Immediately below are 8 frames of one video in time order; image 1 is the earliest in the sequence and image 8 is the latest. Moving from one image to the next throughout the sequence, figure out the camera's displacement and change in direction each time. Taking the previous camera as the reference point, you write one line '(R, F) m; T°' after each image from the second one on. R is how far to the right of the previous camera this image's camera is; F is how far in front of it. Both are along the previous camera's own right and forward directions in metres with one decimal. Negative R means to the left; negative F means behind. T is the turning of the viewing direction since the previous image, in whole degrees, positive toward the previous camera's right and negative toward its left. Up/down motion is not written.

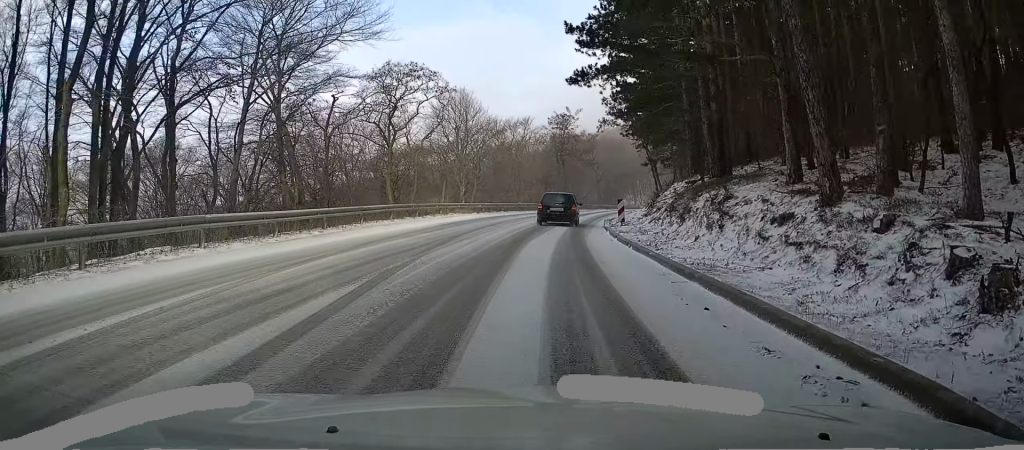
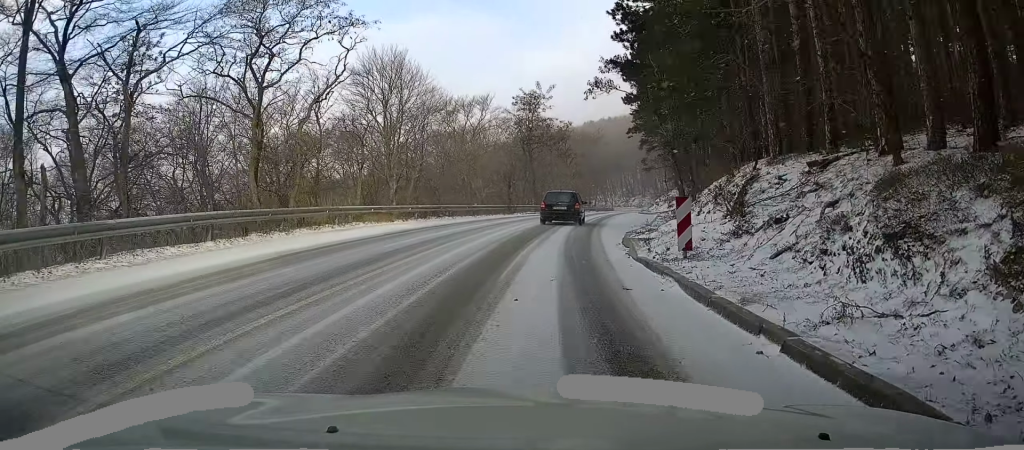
(+0.4, +12.7) m; +3°
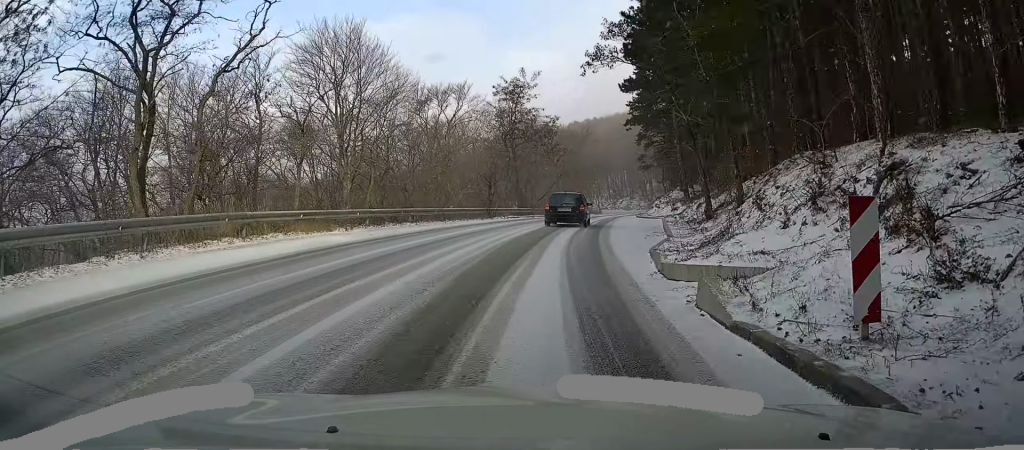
(-0.1, +5.7) m; +2°
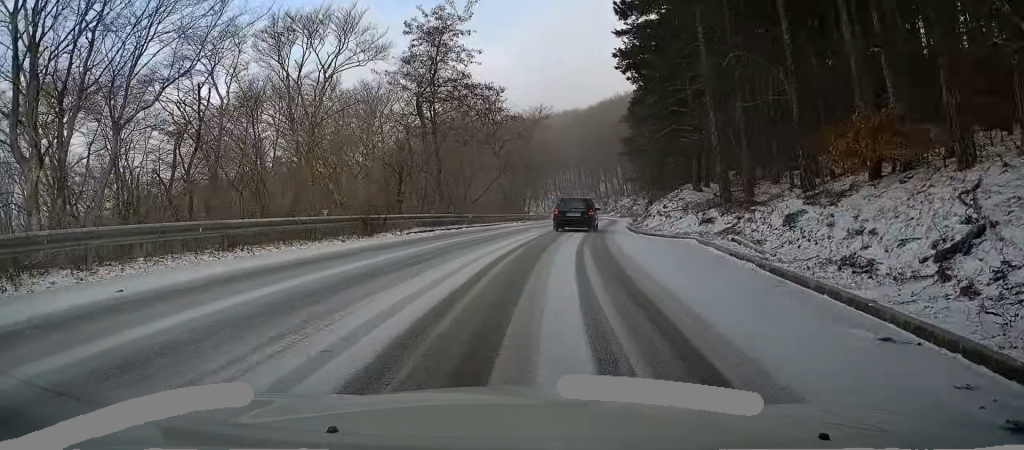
(+1.1, +16.4) m; +6°
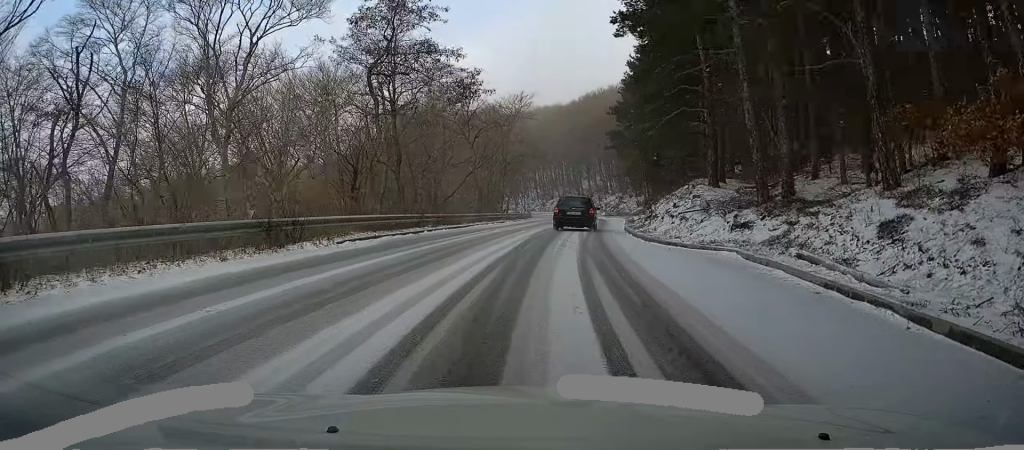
(+0.1, +5.4) m; +2°
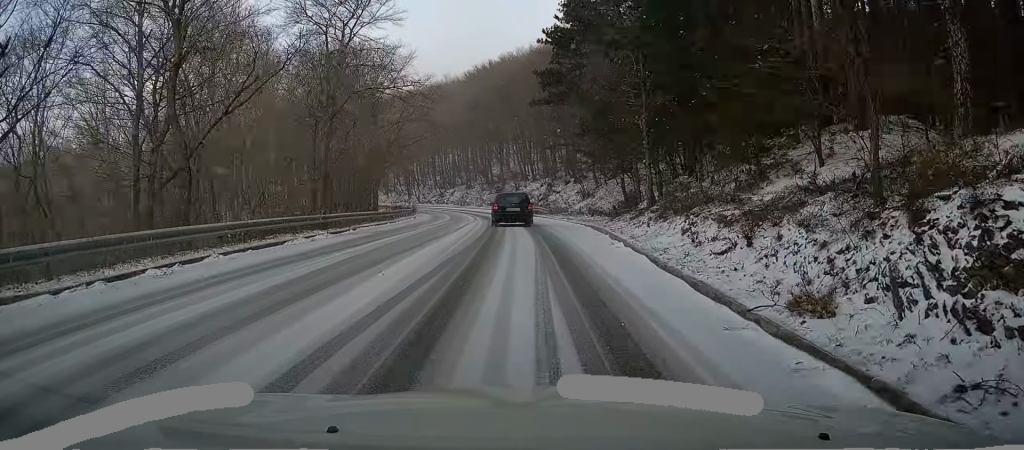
(+1.9, +26.7) m; +8°
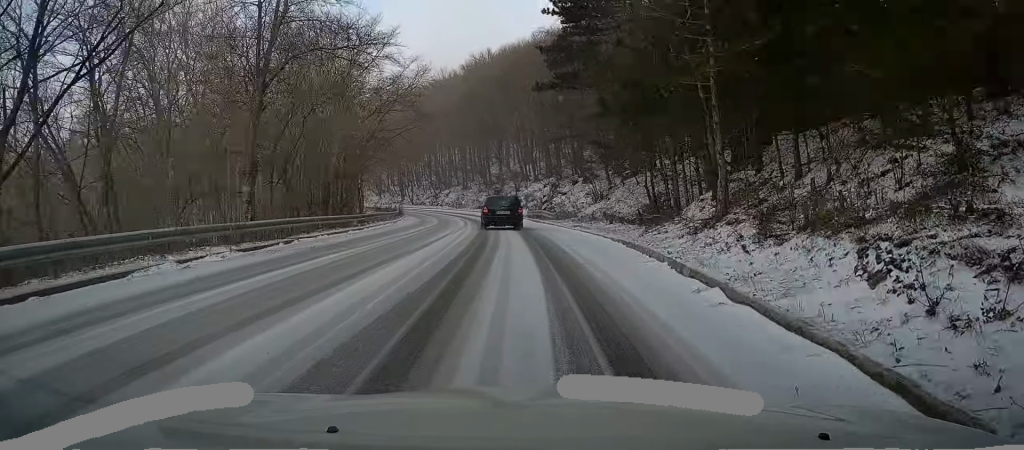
(+0.2, +6.9) m; +1°
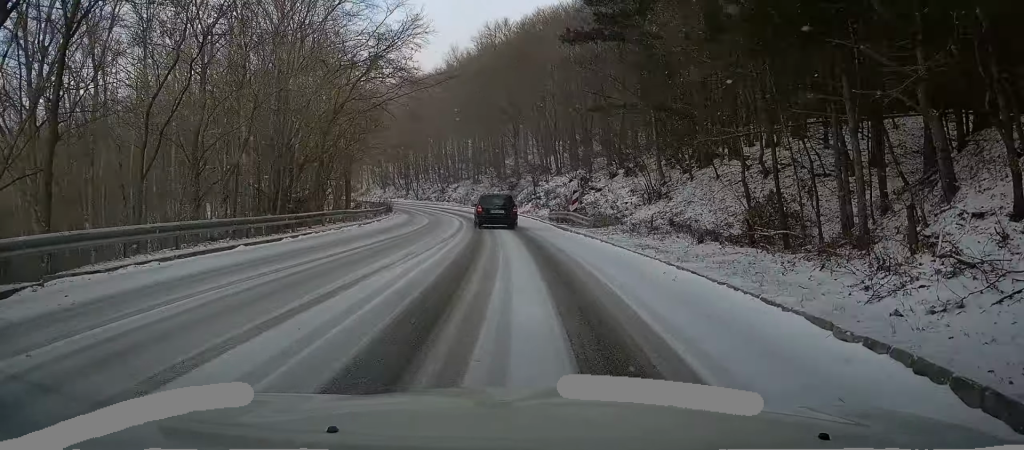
(+0.1, +11.2) m; +1°
